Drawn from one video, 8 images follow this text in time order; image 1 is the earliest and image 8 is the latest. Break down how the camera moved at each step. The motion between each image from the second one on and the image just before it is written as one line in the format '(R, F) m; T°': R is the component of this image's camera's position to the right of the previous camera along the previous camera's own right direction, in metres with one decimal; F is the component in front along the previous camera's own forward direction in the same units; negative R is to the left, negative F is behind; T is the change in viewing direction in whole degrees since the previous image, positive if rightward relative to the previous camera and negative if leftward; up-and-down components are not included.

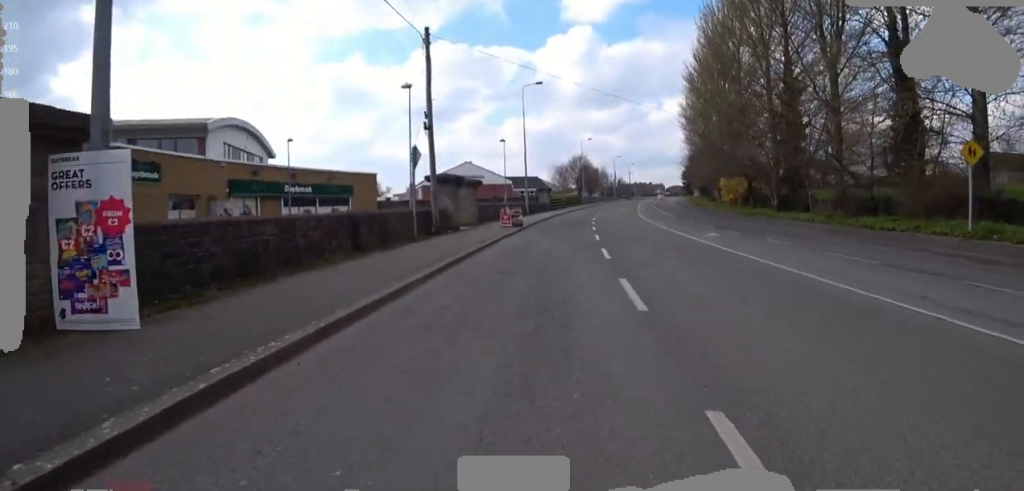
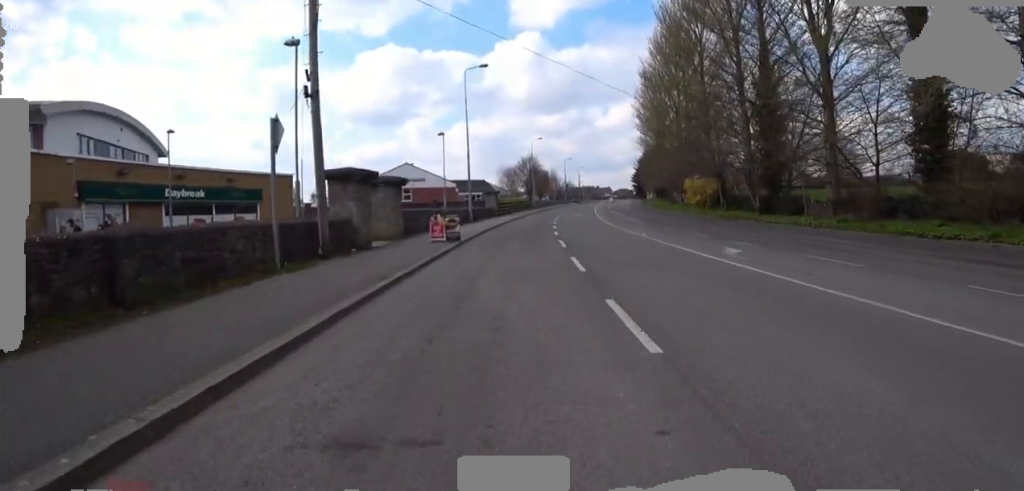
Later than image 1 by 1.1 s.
(0.0, +5.2) m; 0°
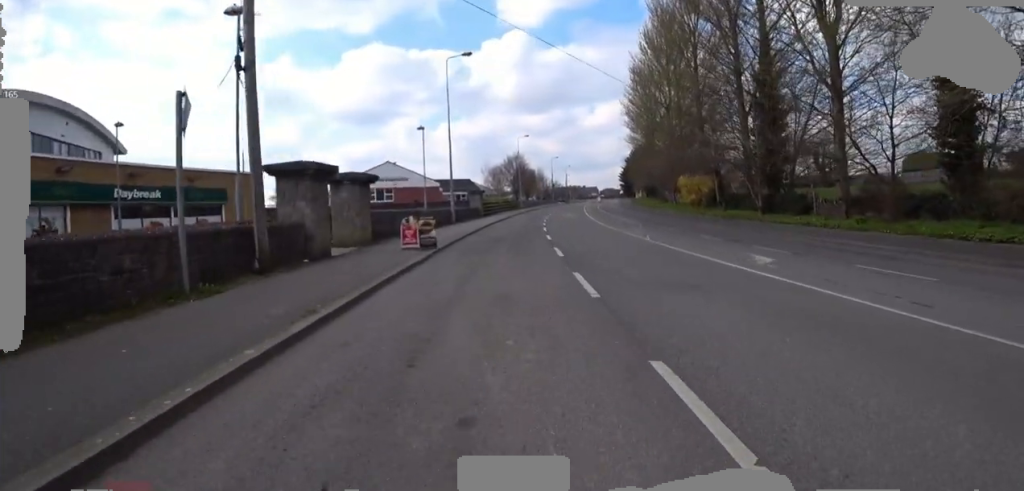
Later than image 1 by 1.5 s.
(0.0, +2.0) m; 0°
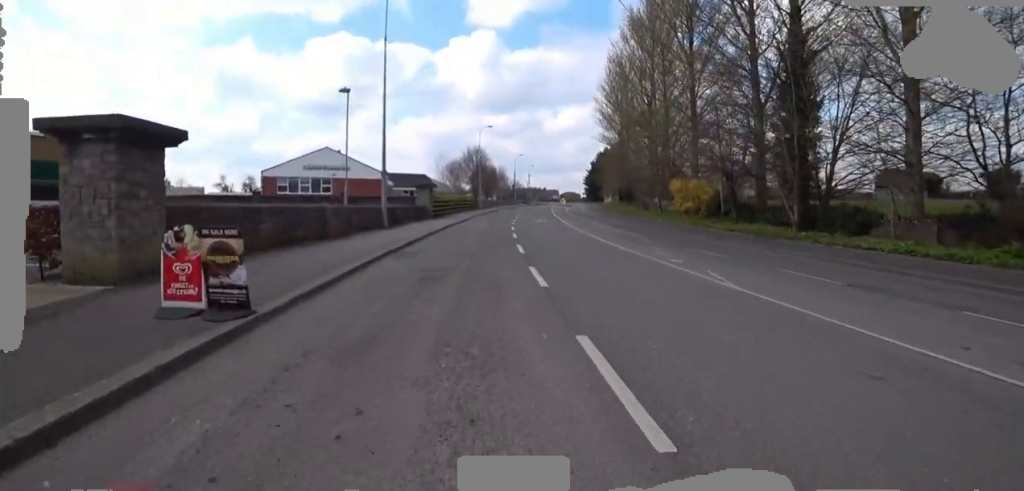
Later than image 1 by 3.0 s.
(0.0, +7.1) m; 0°
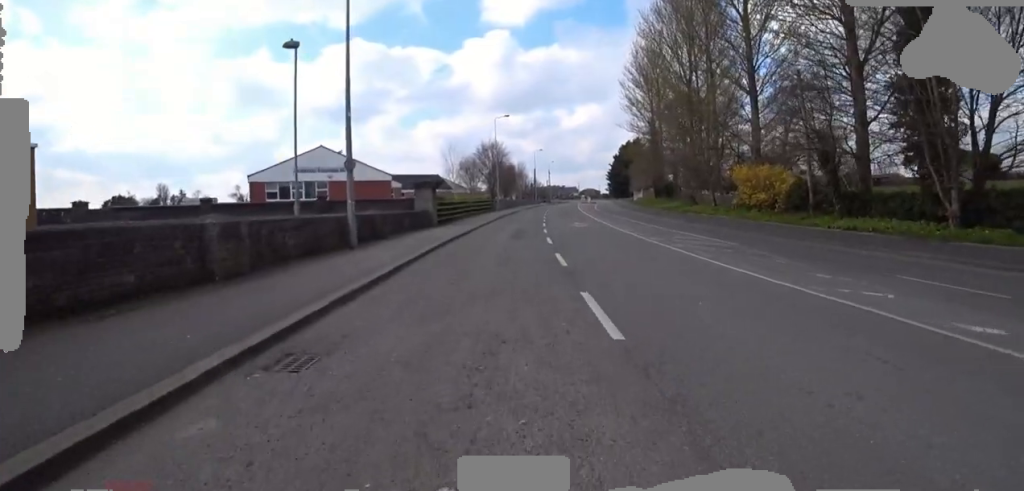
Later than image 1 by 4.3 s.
(0.0, +6.2) m; 0°
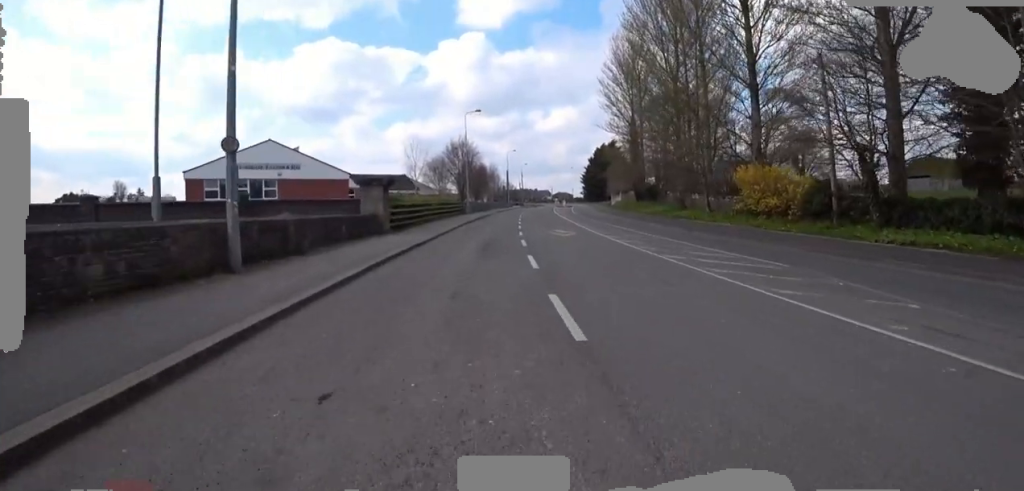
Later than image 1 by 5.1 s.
(0.0, +4.1) m; 0°
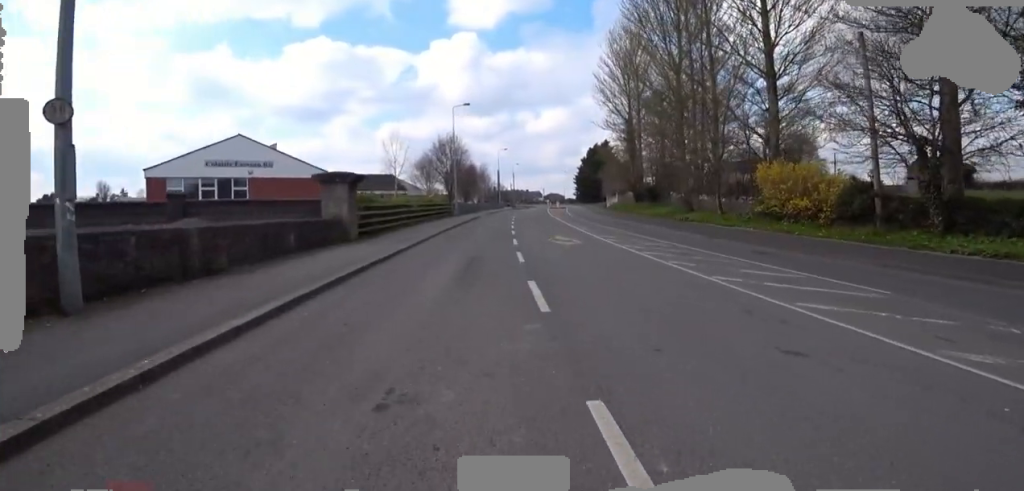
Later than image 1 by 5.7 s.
(0.0, +3.0) m; 0°
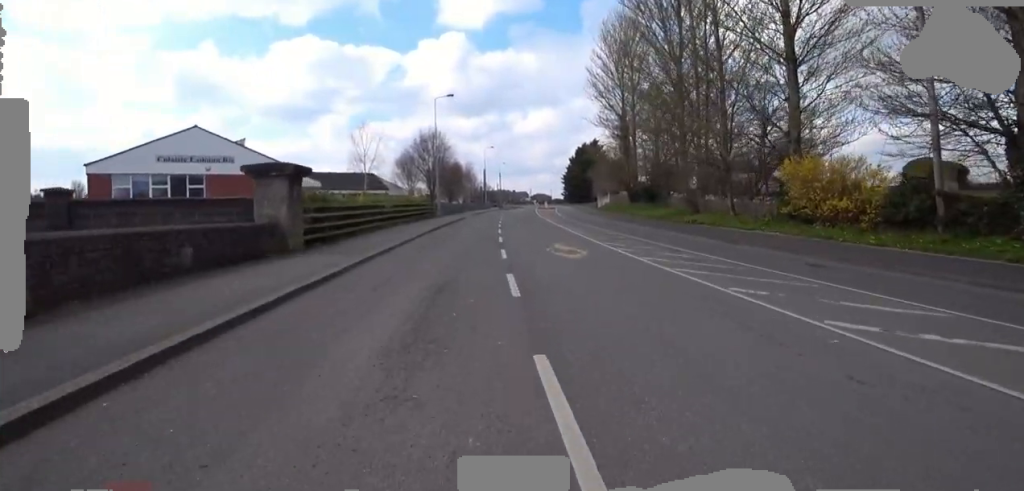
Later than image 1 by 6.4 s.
(0.0, +3.3) m; 0°
